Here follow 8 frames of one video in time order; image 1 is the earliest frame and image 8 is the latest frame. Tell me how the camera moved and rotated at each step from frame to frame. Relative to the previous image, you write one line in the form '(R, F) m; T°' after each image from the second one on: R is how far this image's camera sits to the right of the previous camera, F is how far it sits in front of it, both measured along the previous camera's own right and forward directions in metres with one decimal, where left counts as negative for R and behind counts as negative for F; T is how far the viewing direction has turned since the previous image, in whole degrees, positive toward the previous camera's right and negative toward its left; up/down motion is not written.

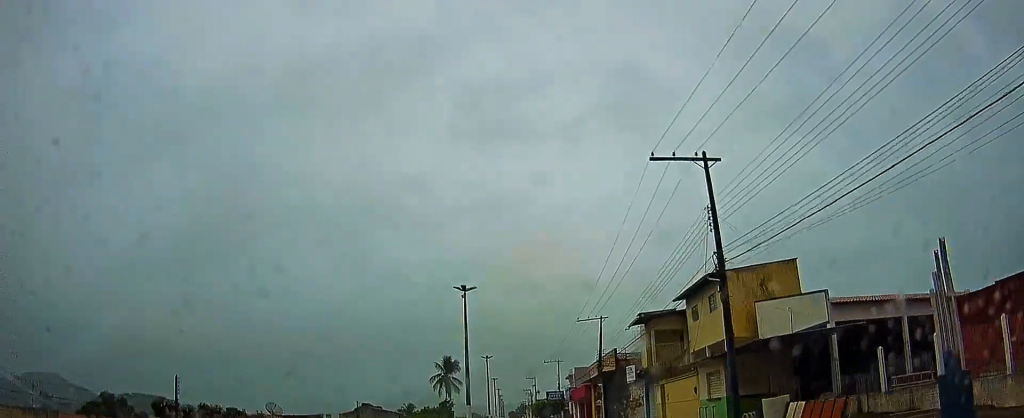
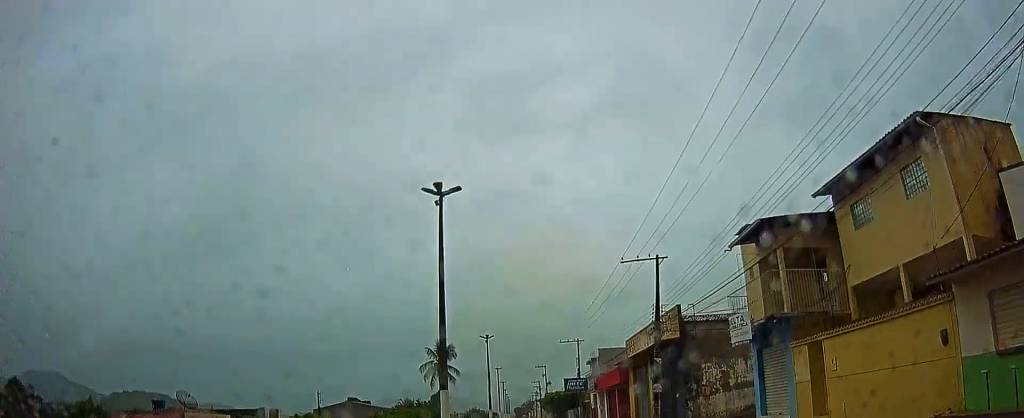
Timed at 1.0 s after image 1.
(0.0, +15.7) m; 0°
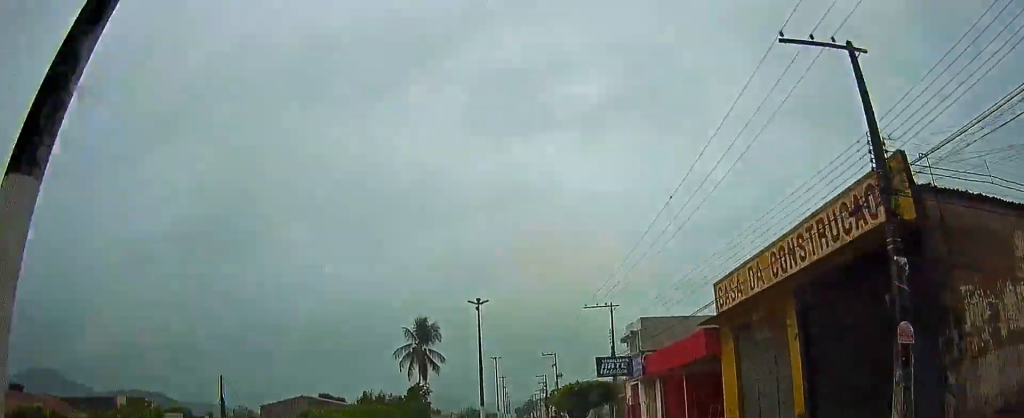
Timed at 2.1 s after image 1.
(-0.1, +18.1) m; -1°
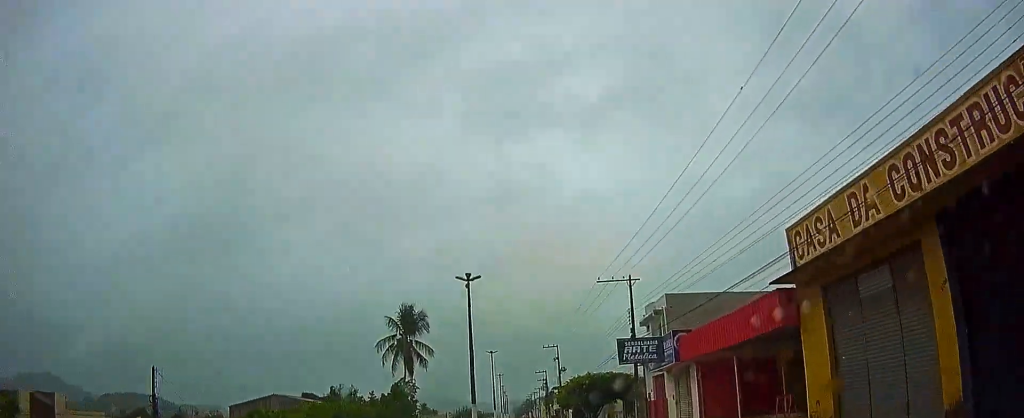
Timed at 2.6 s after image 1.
(-0.1, +7.1) m; 0°
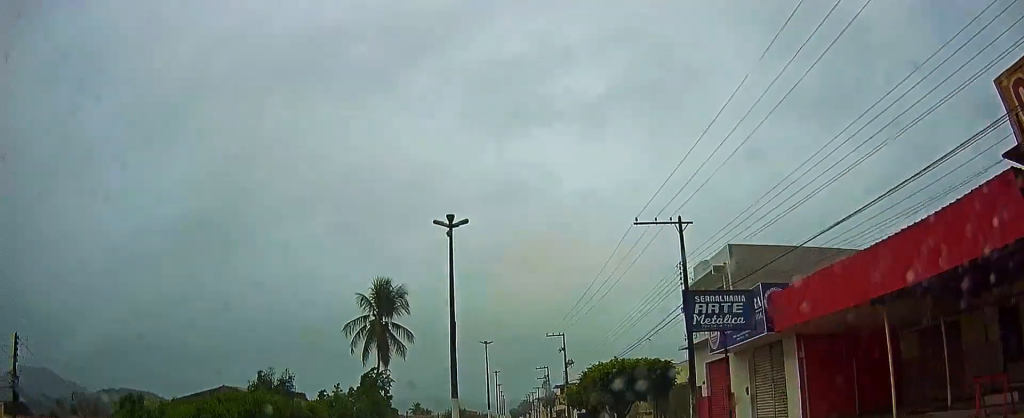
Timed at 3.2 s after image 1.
(0.0, +10.1) m; +1°
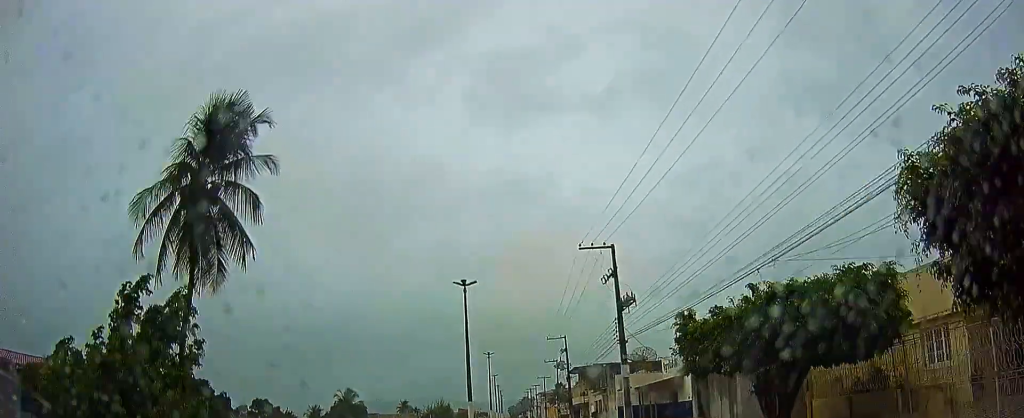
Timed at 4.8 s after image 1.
(+0.5, +27.8) m; 0°
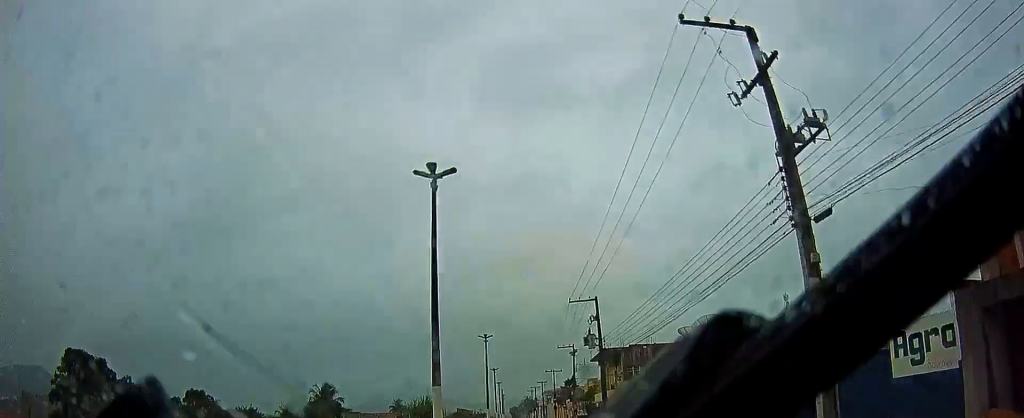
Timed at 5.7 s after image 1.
(-0.2, +17.3) m; 0°
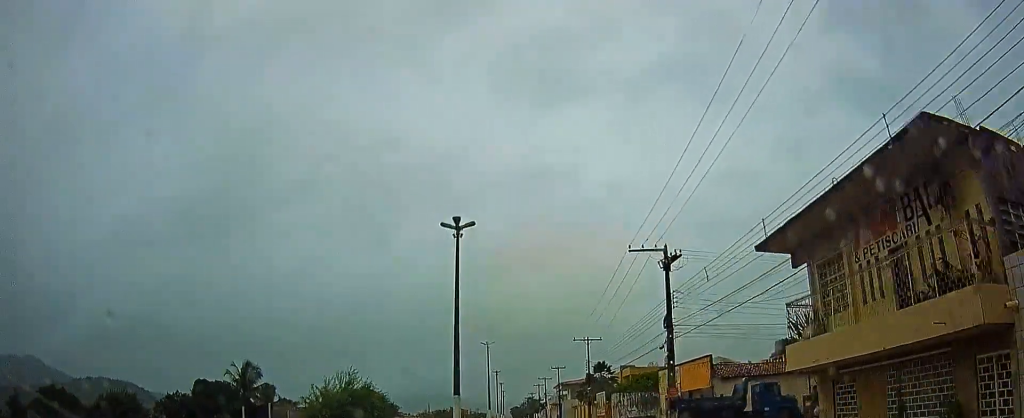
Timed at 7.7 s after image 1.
(0.0, +35.1) m; 0°
